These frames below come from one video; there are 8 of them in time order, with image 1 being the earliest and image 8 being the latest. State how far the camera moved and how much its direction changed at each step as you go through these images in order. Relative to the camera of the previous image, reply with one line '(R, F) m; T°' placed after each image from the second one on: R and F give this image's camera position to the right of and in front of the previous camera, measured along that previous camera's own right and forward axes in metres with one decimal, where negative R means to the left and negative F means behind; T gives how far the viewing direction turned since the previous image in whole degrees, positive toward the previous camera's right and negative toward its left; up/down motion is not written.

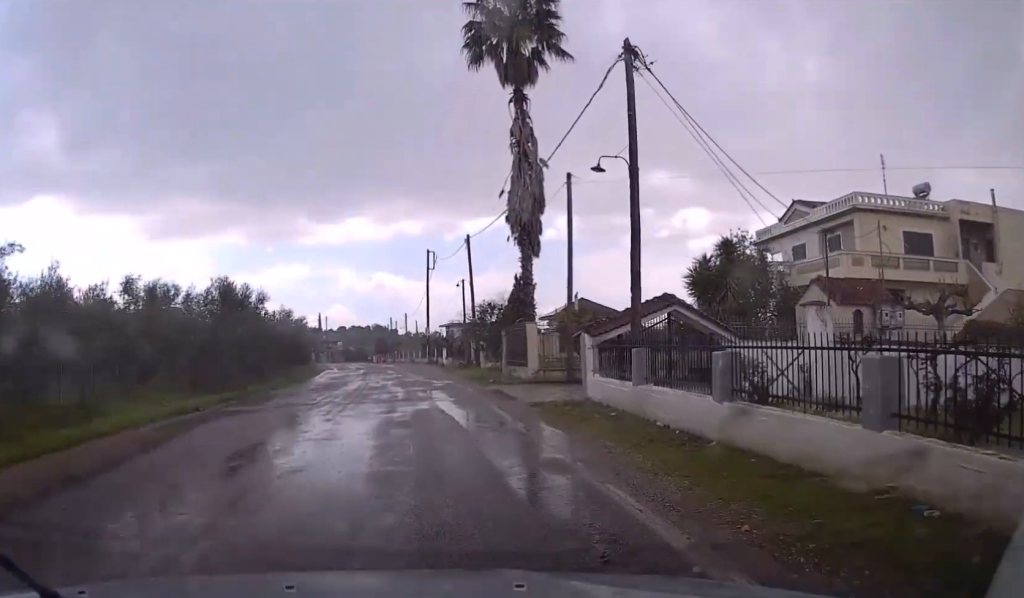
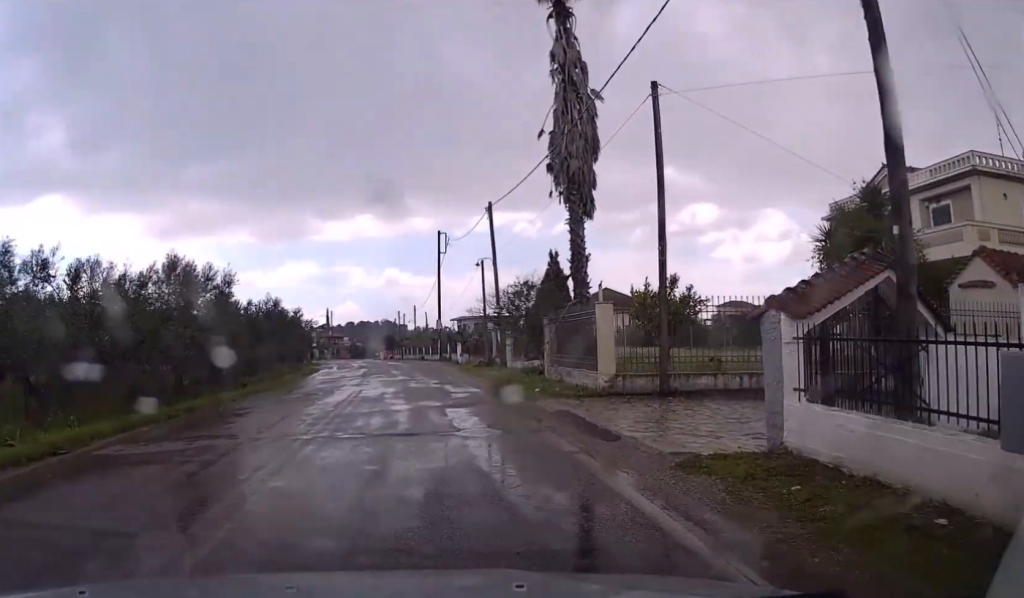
(-0.1, +9.0) m; 0°
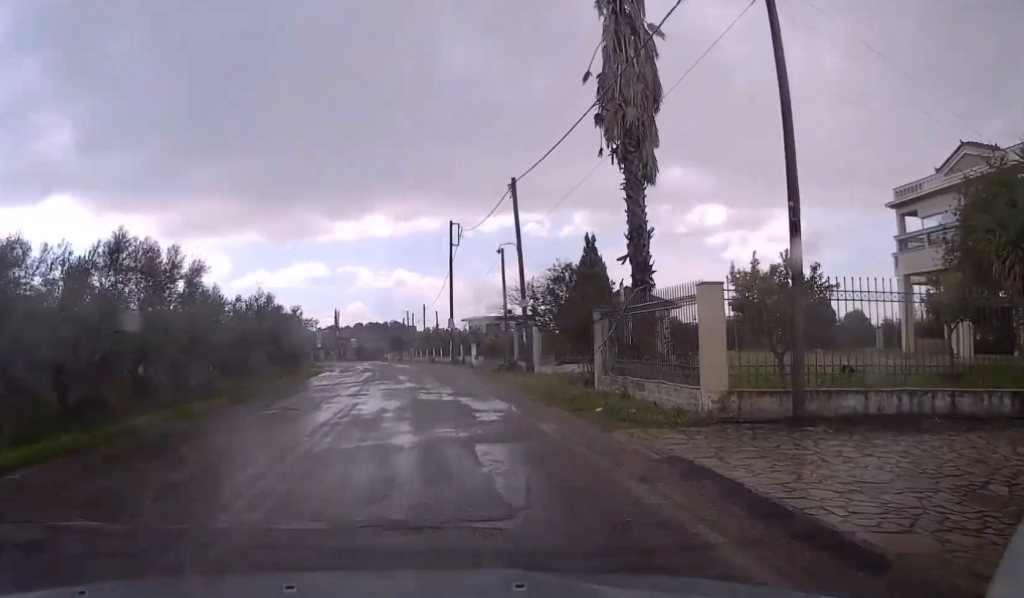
(-0.1, +6.0) m; 0°
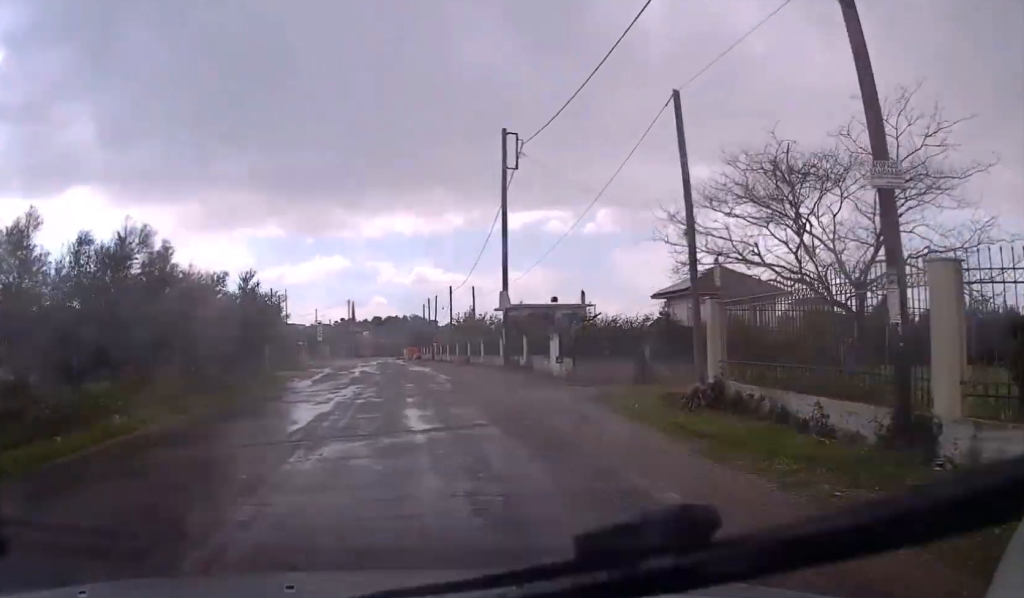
(-0.2, +23.8) m; -2°
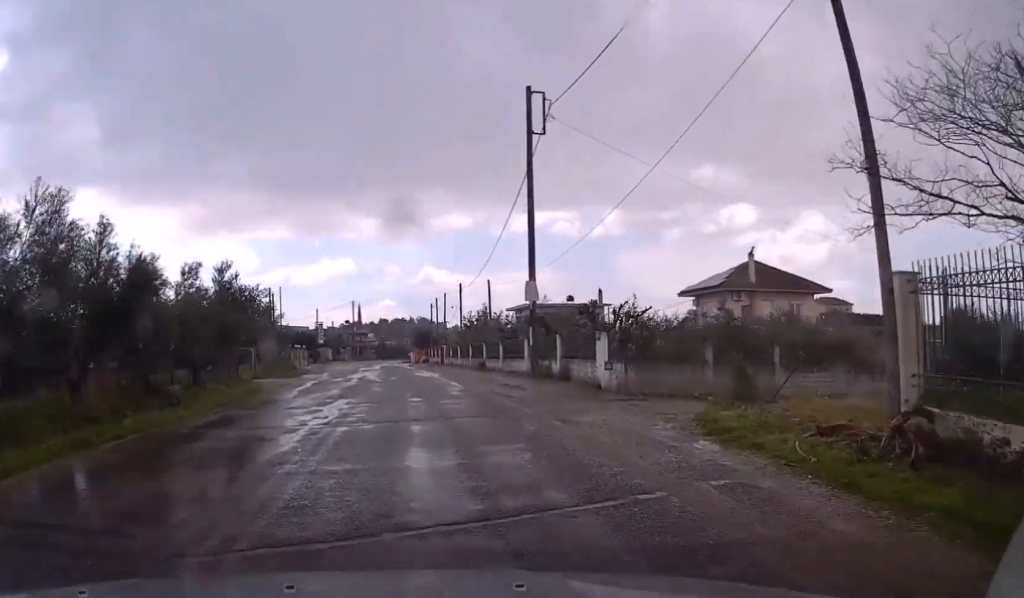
(0.0, +6.1) m; 0°
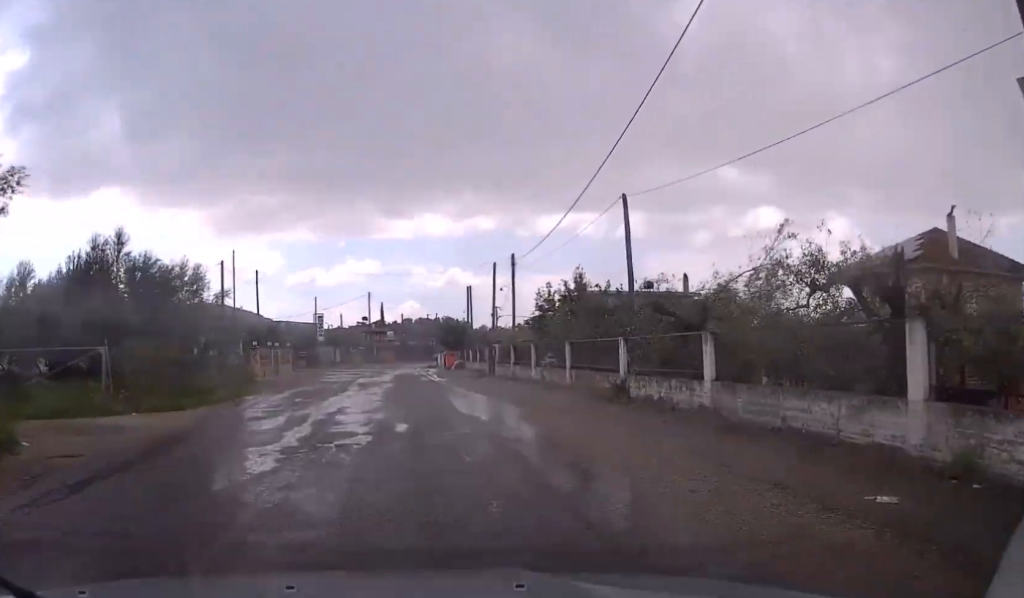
(-0.1, +23.8) m; -1°
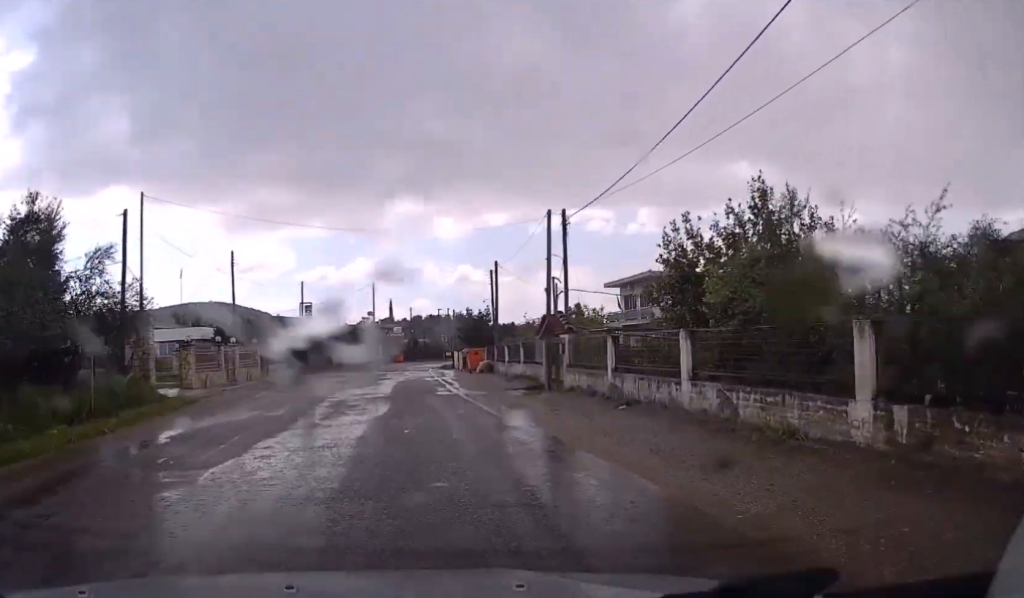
(-0.2, +14.5) m; -1°
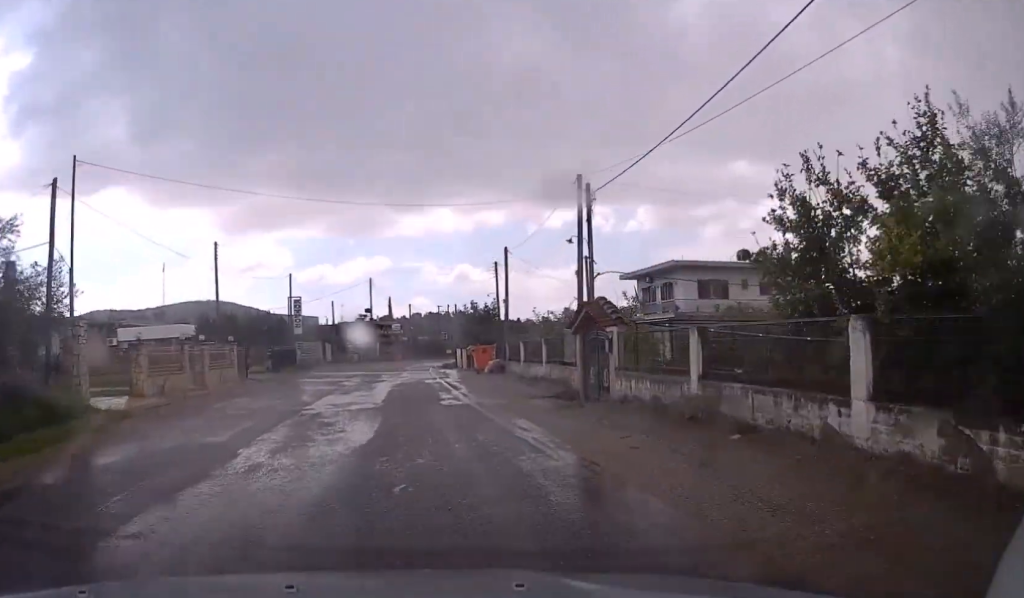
(0.0, +5.3) m; 0°
